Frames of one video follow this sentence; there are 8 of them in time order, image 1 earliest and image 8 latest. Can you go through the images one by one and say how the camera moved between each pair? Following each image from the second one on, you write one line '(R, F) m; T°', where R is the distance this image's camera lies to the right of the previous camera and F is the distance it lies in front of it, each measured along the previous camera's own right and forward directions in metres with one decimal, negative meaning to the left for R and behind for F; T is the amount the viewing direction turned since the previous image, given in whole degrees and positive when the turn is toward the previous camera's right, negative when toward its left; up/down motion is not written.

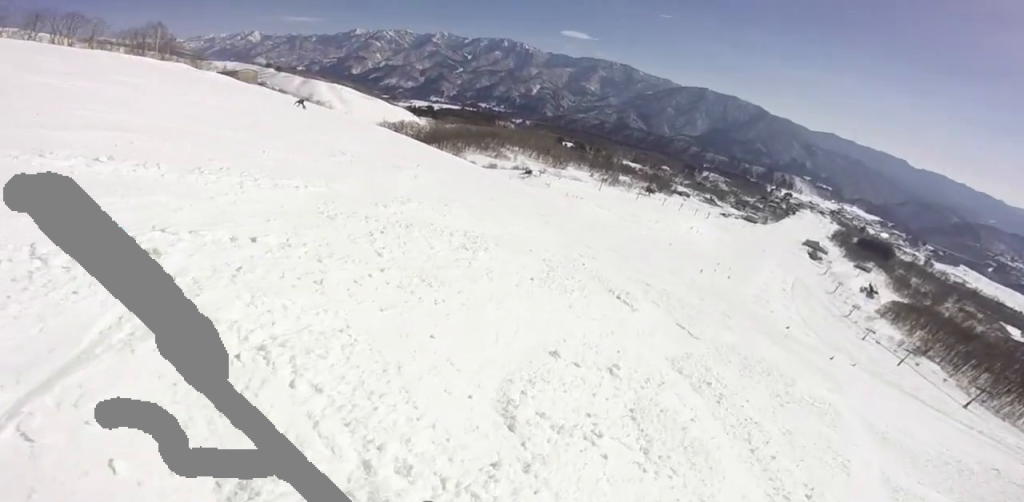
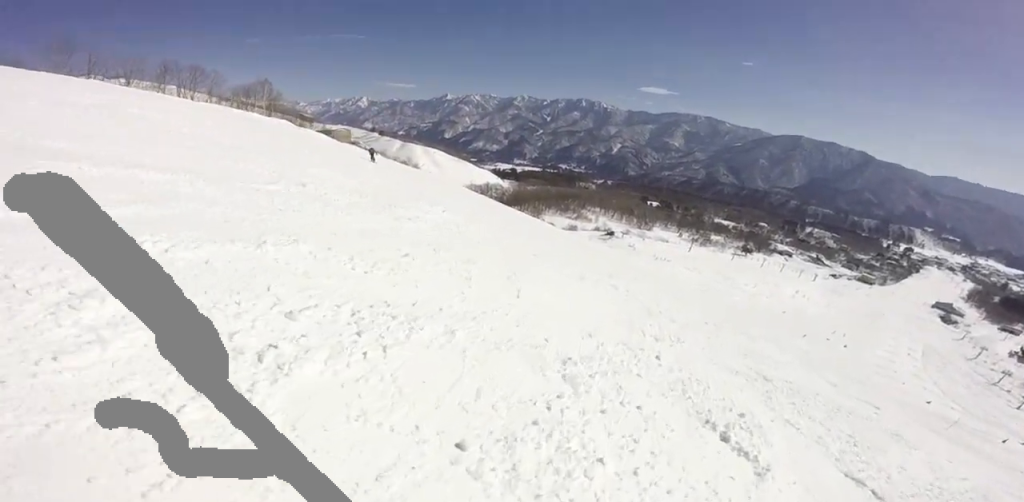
(-0.4, +3.7) m; -30°
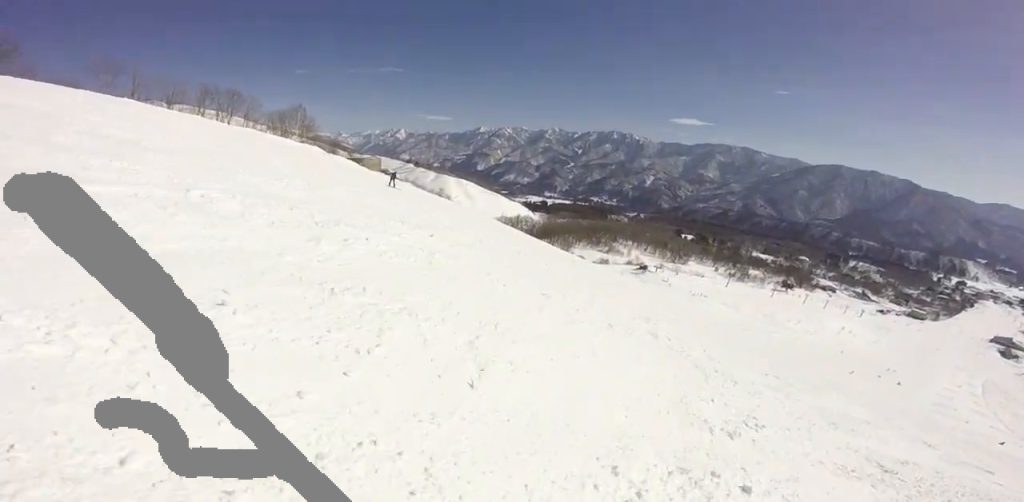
(-0.7, +2.2) m; -12°
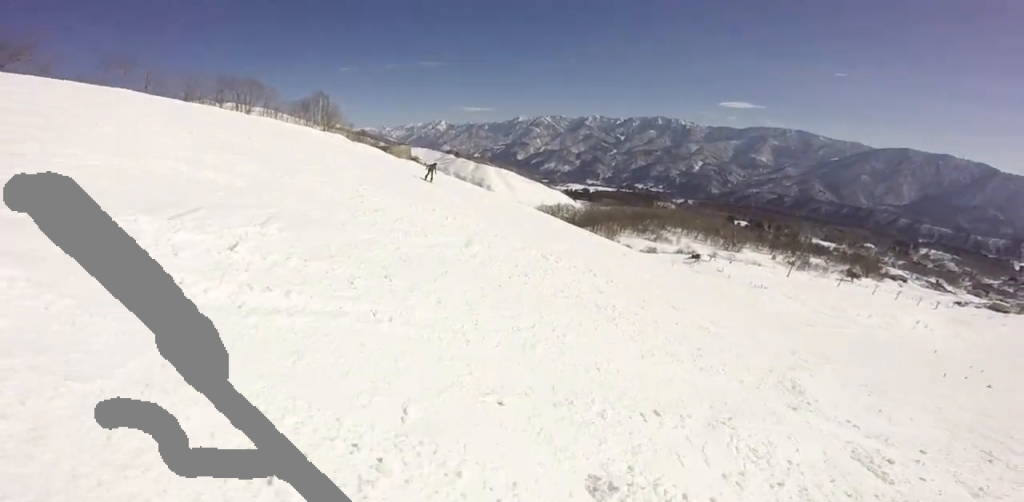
(-1.2, +6.0) m; -10°
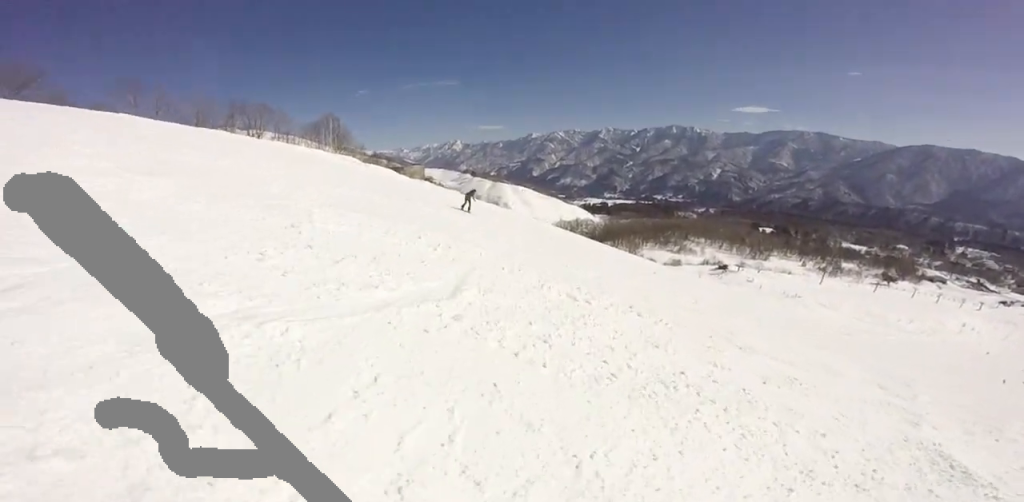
(+0.5, +2.5) m; 0°
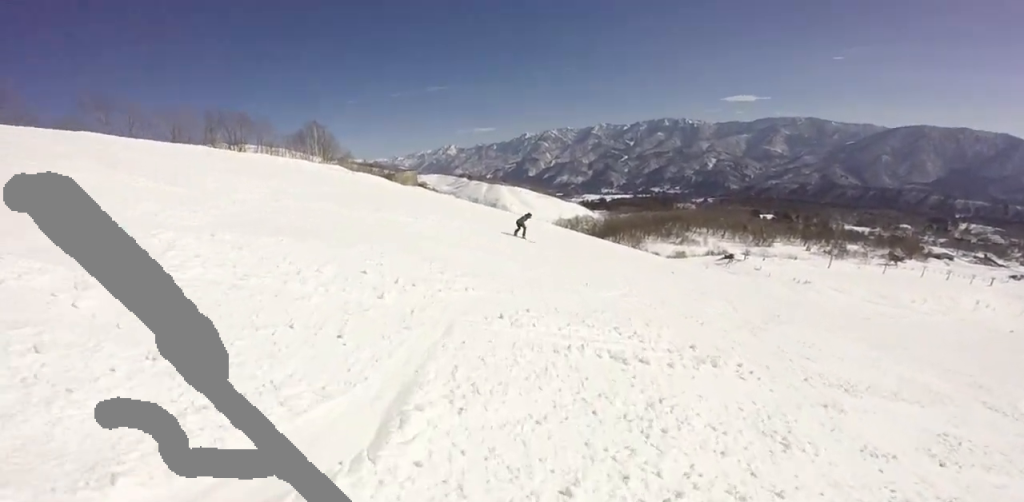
(-0.8, +3.1) m; -1°
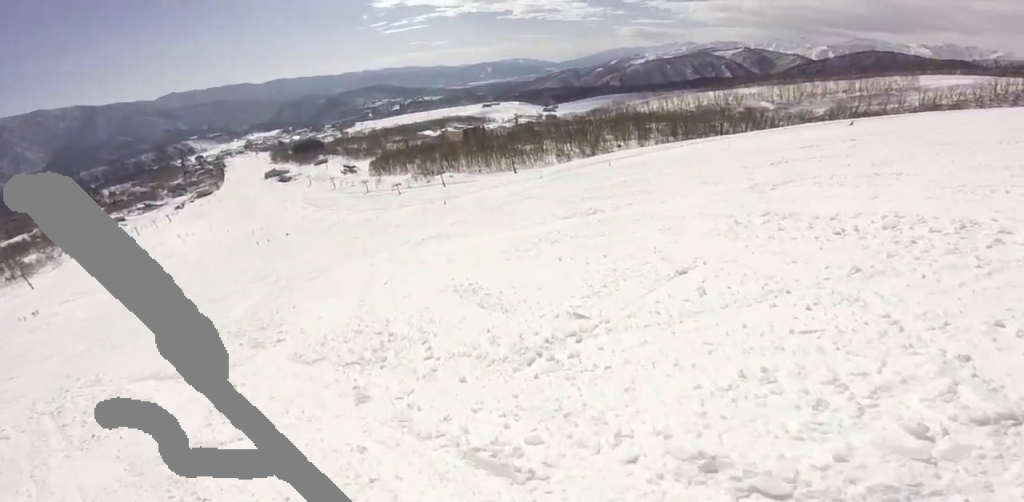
(+7.5, +7.6) m; +100°
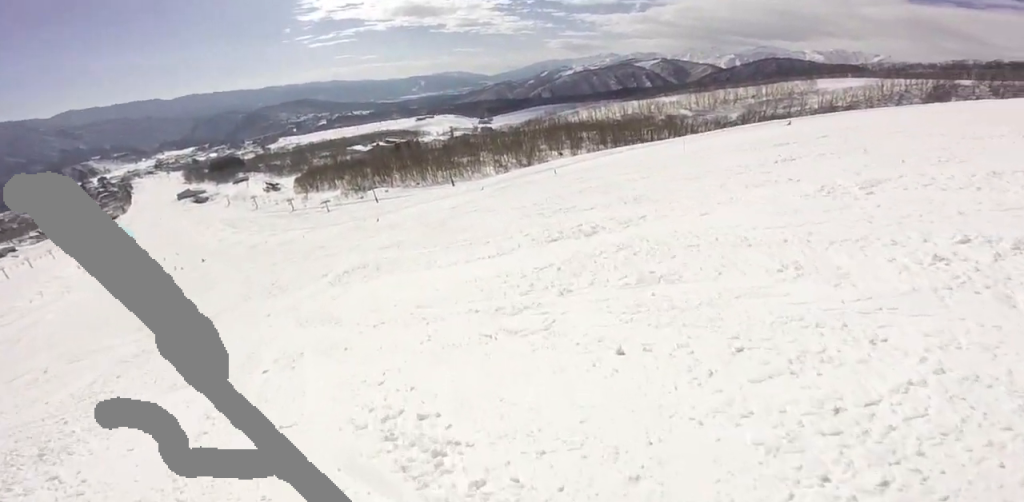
(+0.3, +2.7) m; +8°
